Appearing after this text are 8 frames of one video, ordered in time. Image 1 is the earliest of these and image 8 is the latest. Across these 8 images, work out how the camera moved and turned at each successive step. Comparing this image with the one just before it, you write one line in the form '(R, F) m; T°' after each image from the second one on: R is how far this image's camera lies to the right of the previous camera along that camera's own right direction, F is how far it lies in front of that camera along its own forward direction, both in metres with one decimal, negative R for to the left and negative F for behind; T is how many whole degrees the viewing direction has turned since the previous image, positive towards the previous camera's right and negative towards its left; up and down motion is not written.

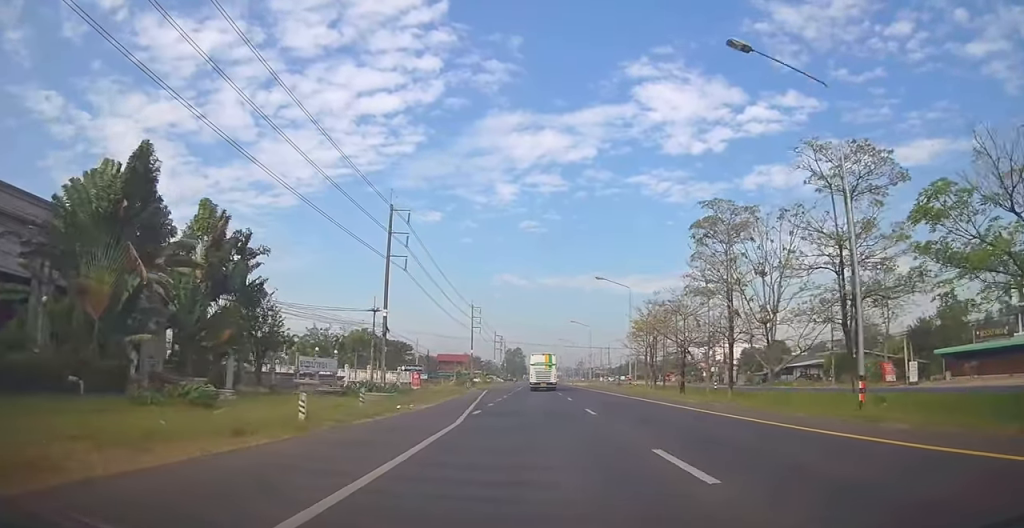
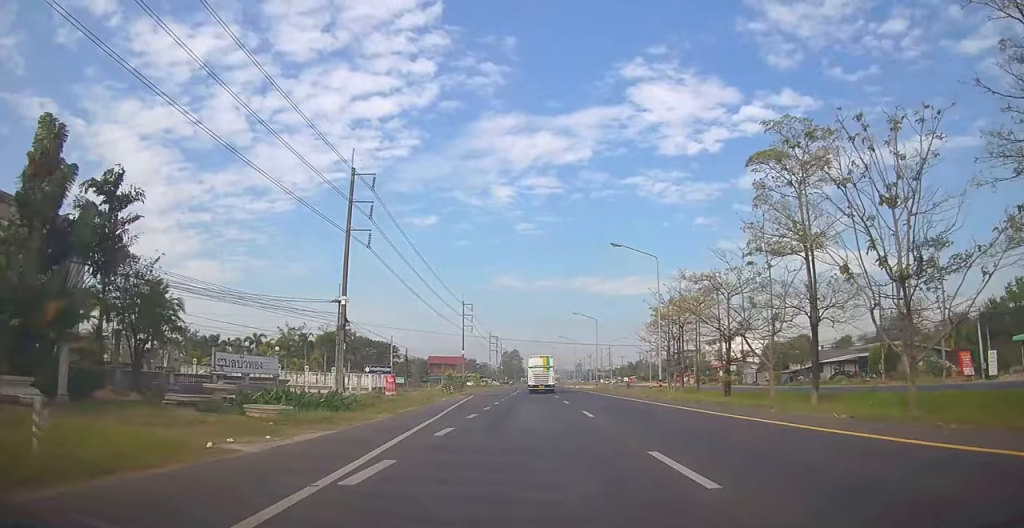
(+0.1, +12.7) m; 0°
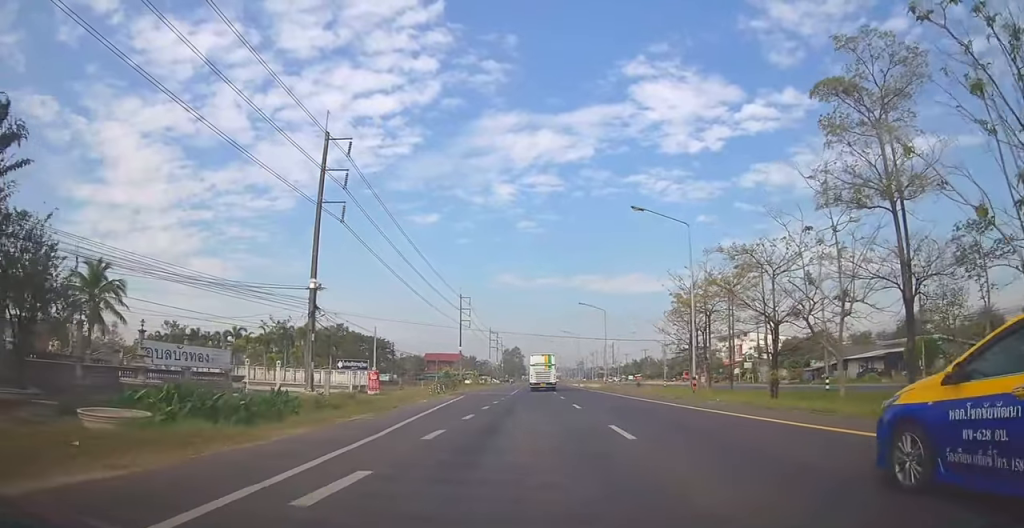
(+0.1, +7.5) m; 0°
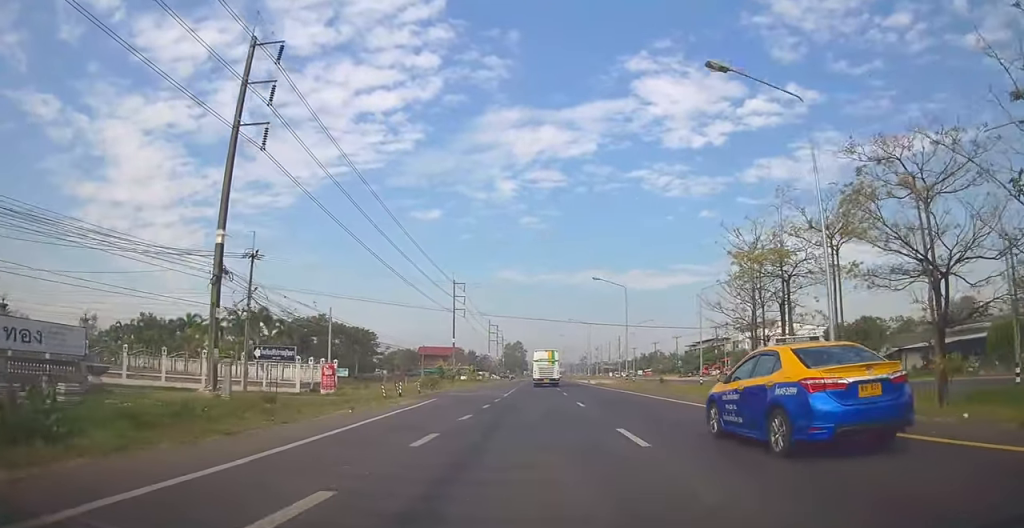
(-0.1, +13.5) m; -1°
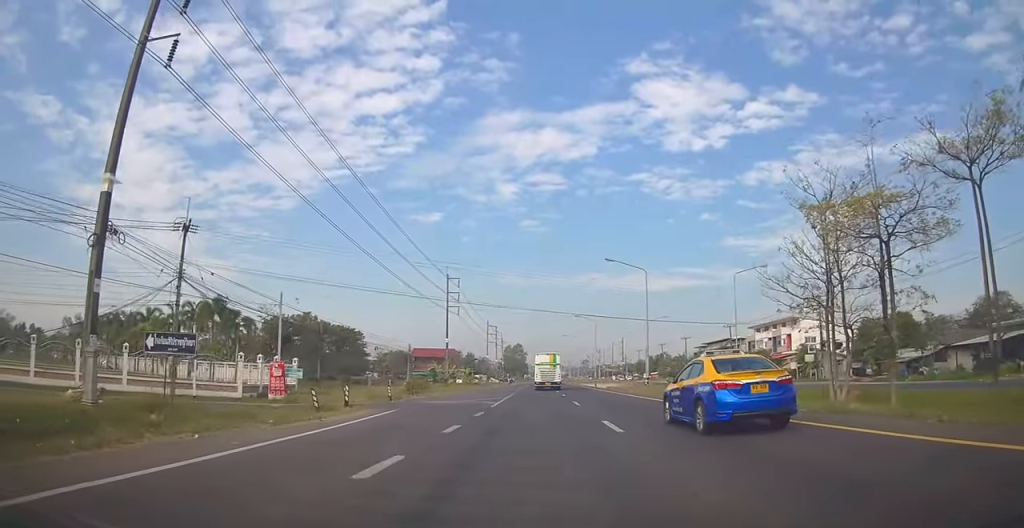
(-0.1, +9.0) m; 0°
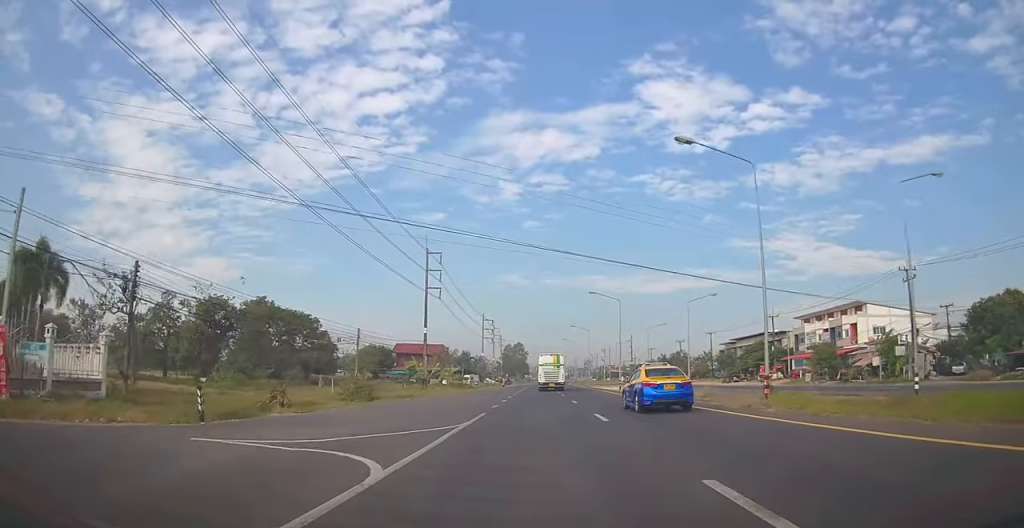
(0.0, +21.1) m; +1°
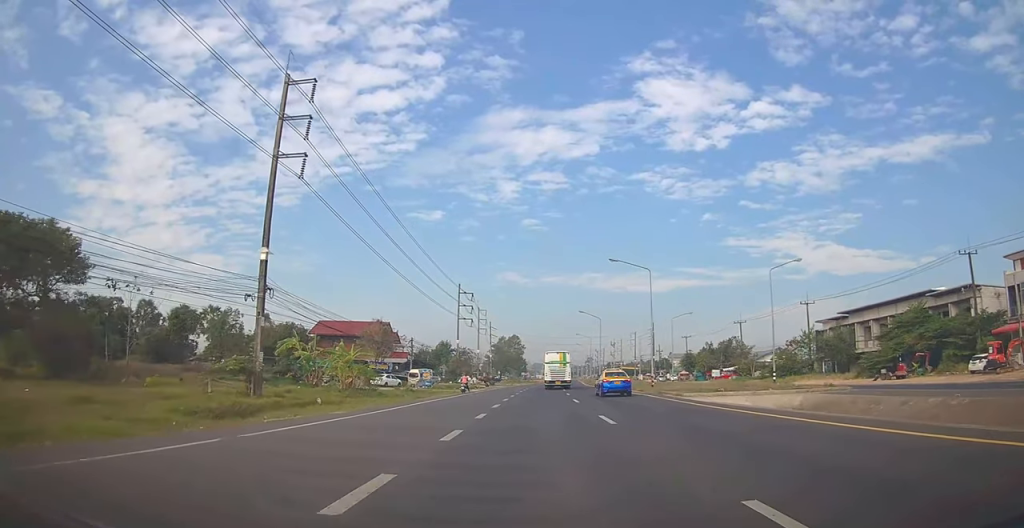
(+0.4, +49.7) m; 0°
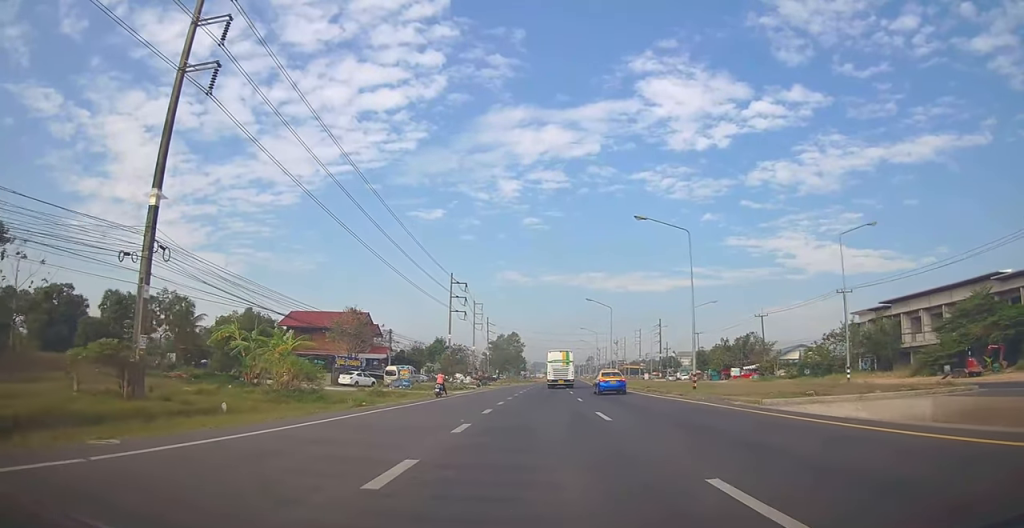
(0.0, +10.9) m; 0°
